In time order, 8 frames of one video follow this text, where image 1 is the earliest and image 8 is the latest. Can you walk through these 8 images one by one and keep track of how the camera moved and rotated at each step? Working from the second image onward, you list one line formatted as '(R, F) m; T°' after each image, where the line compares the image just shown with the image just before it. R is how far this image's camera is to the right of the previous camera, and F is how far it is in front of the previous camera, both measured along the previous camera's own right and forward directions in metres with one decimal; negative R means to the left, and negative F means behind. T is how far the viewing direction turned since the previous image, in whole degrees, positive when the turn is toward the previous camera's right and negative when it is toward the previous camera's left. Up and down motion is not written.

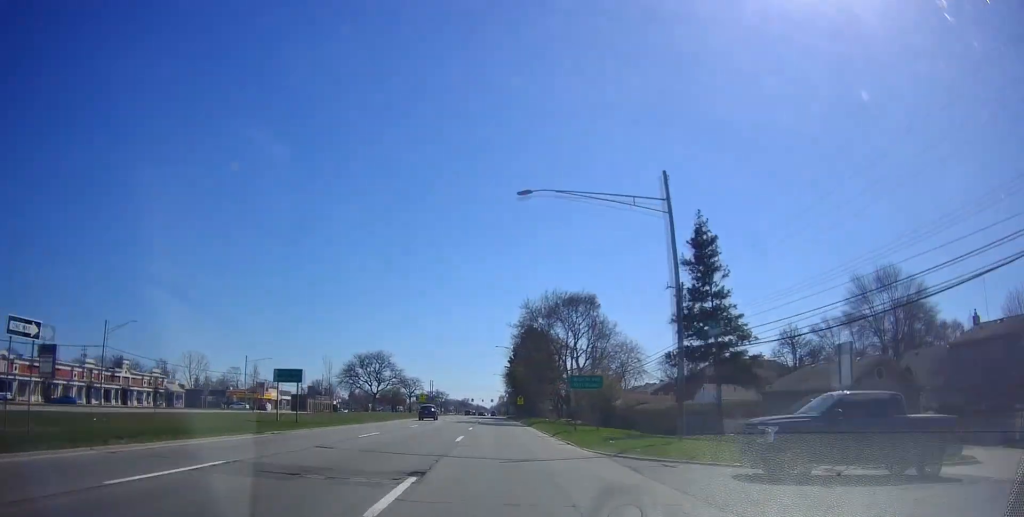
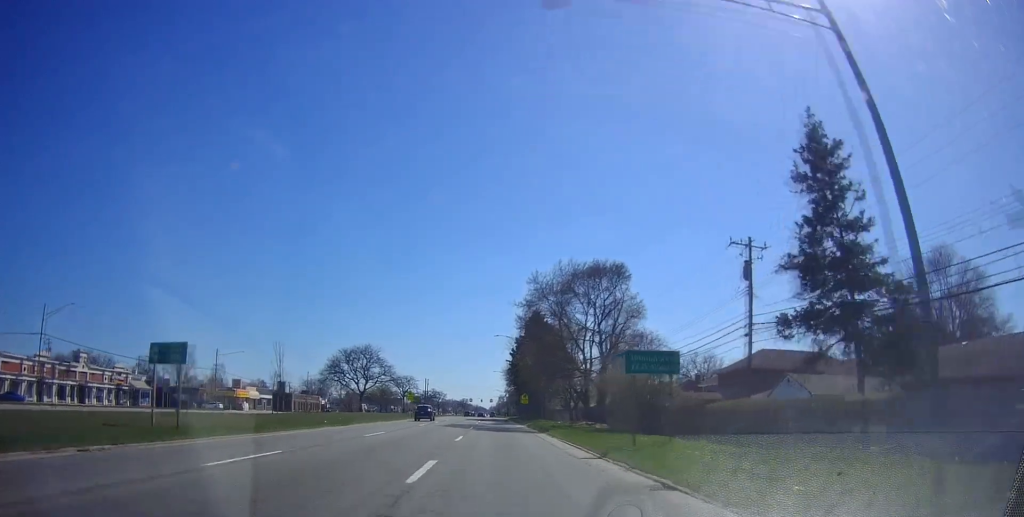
(-0.3, +13.5) m; 0°
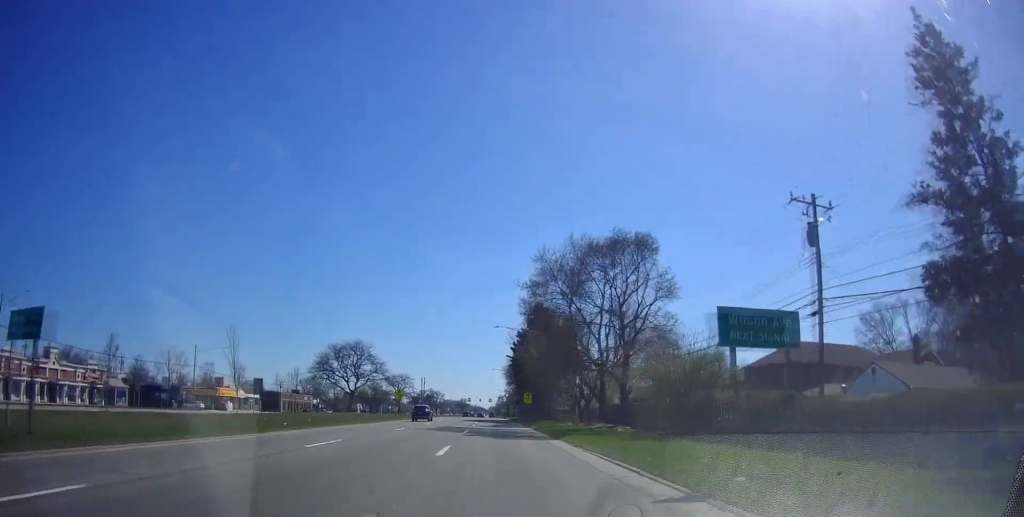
(+0.1, +8.2) m; 0°
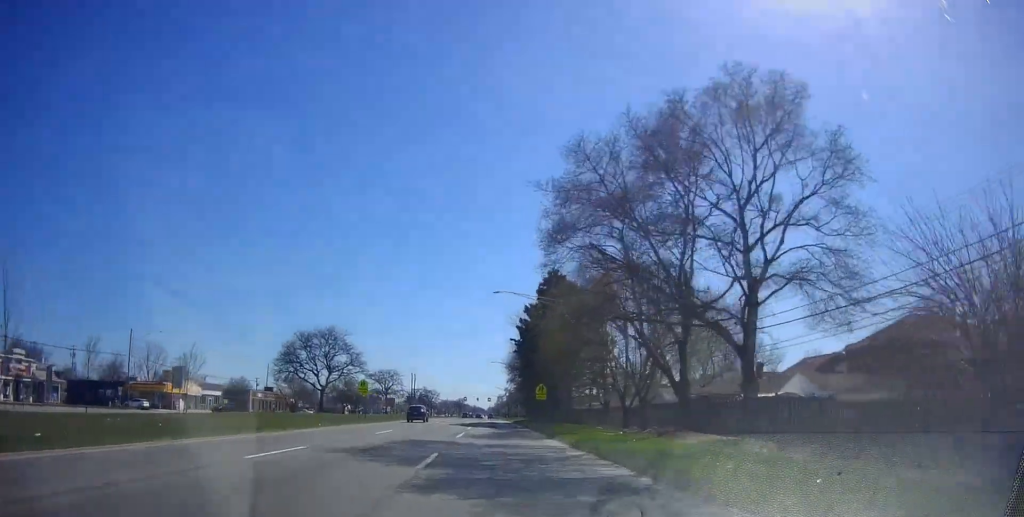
(0.0, +20.3) m; -1°
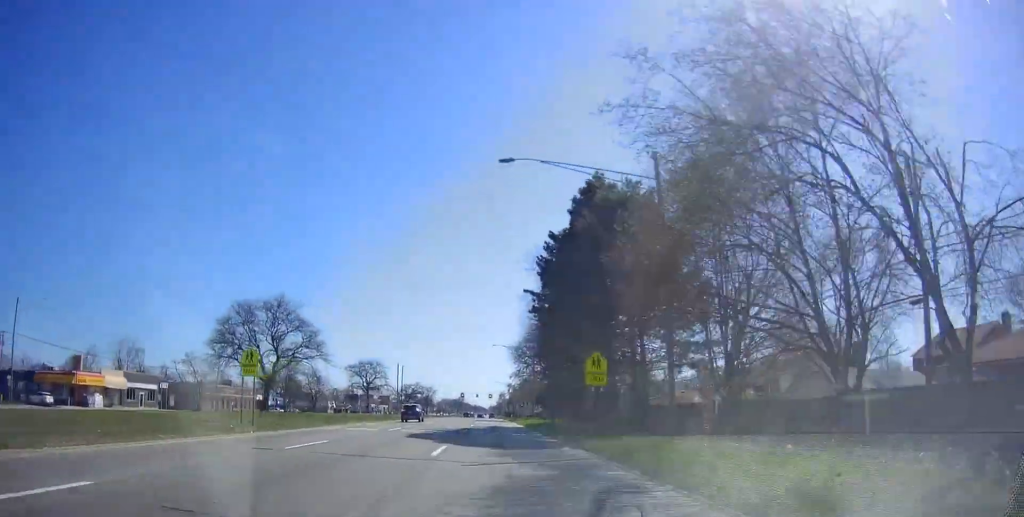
(-0.1, +25.8) m; 0°
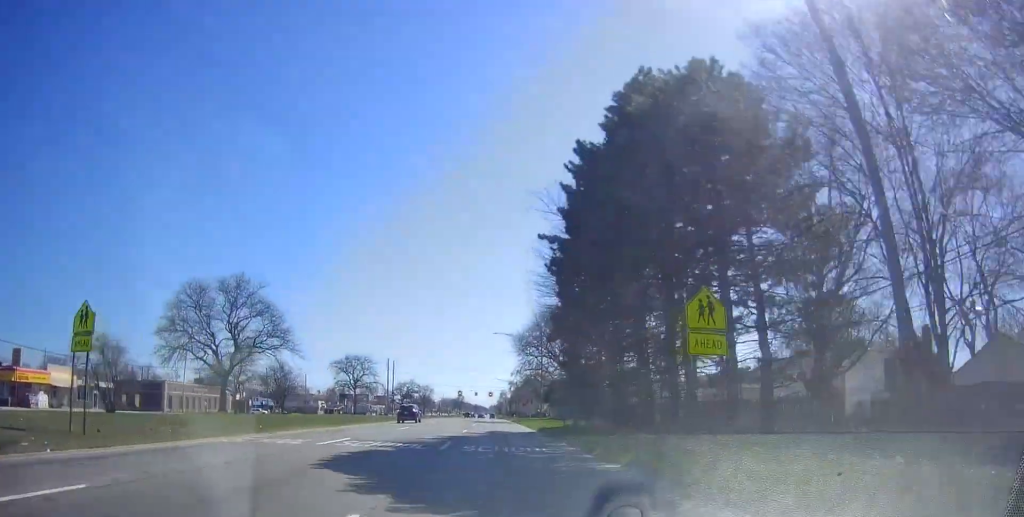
(+0.1, +13.0) m; 0°
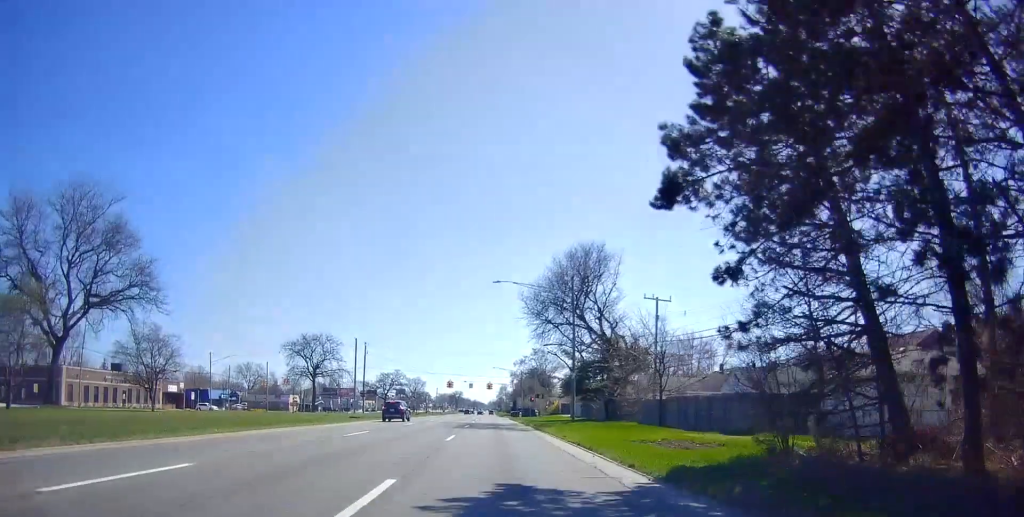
(0.0, +28.7) m; +1°
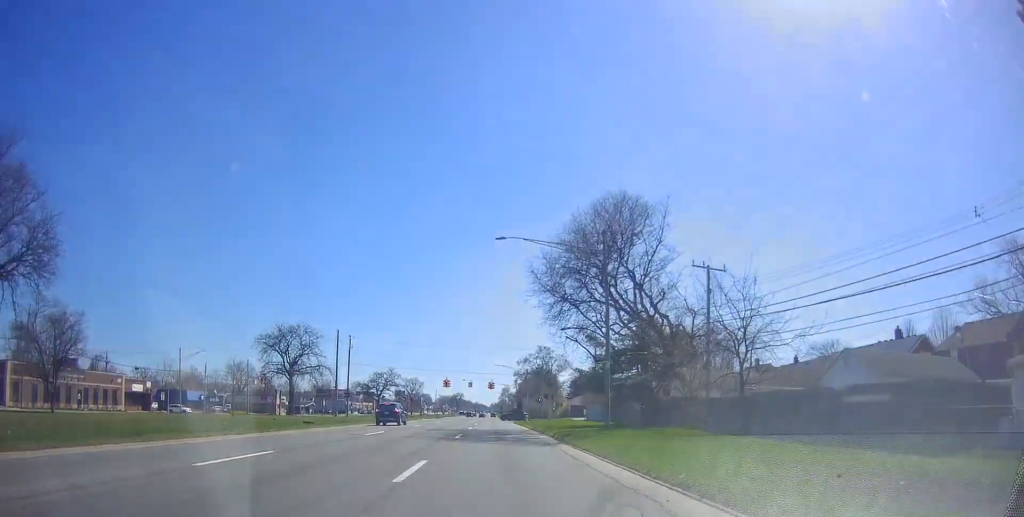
(0.0, +12.5) m; -1°
